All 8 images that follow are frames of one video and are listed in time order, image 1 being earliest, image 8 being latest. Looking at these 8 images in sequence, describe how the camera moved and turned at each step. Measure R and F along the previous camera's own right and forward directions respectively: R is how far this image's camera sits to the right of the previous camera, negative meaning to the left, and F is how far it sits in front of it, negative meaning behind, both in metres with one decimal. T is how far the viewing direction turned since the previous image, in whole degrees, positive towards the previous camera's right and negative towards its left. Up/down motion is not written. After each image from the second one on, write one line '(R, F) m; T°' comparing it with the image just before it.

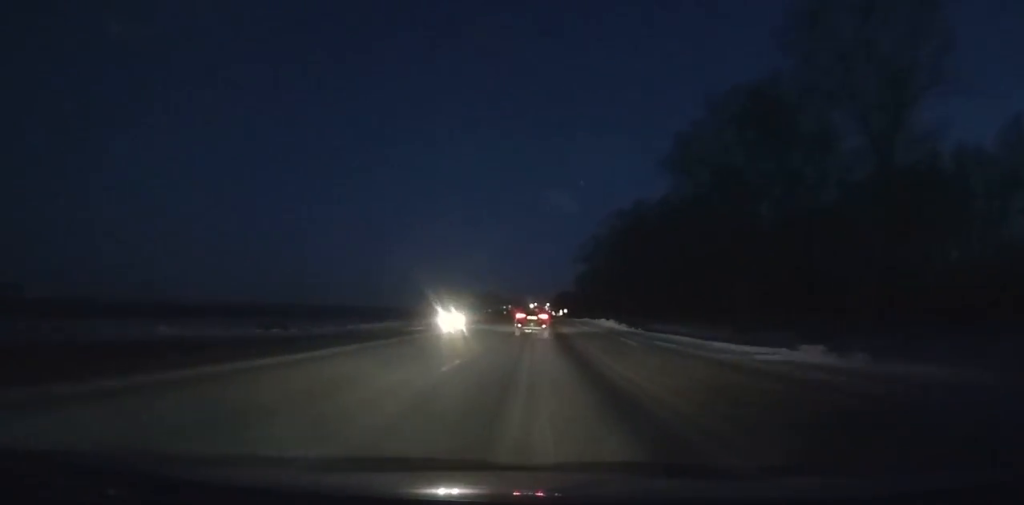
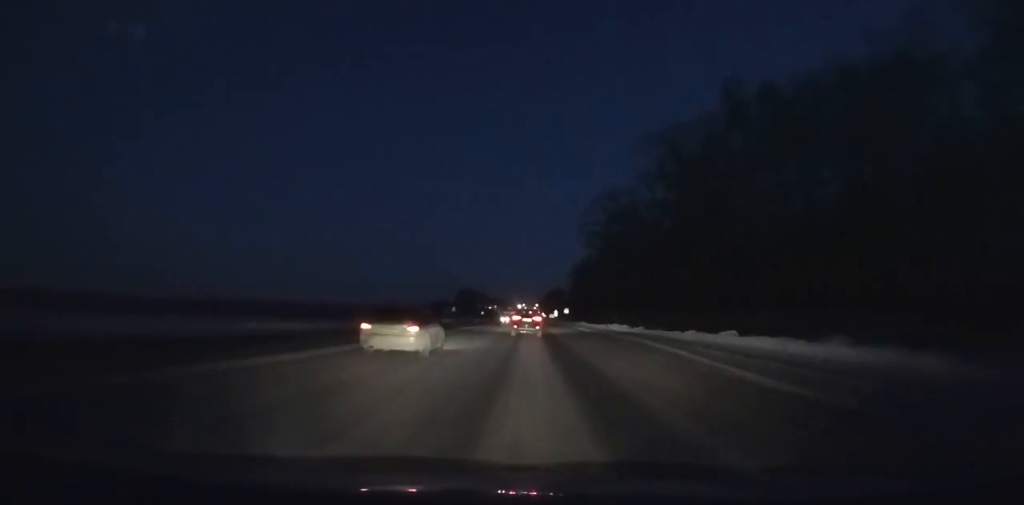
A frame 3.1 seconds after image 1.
(+0.4, +56.3) m; +1°
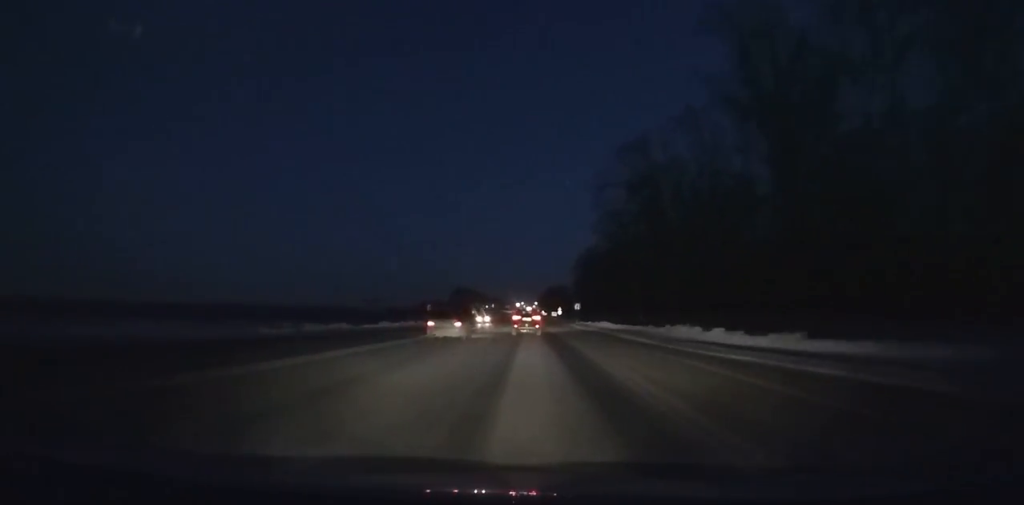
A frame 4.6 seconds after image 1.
(+0.1, +27.9) m; 0°
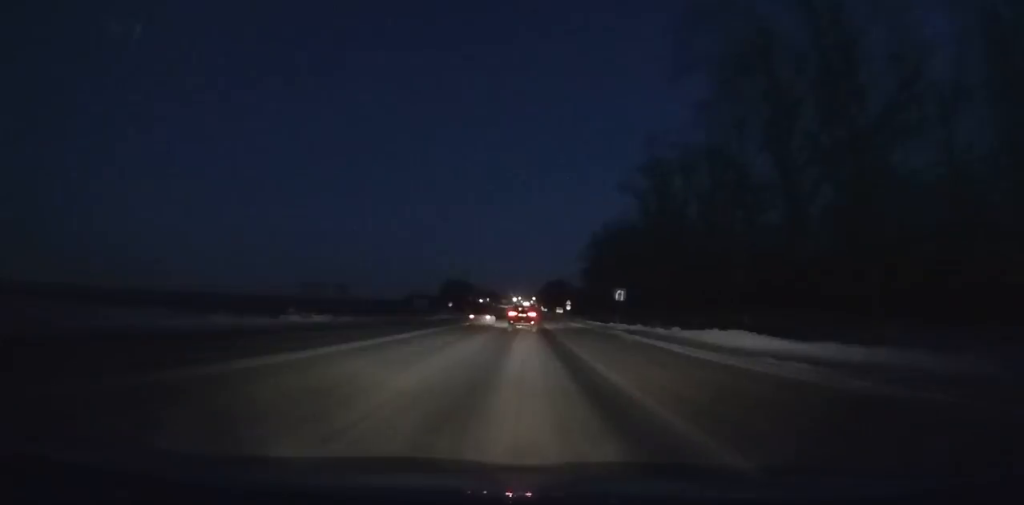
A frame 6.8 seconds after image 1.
(+0.1, +41.8) m; 0°
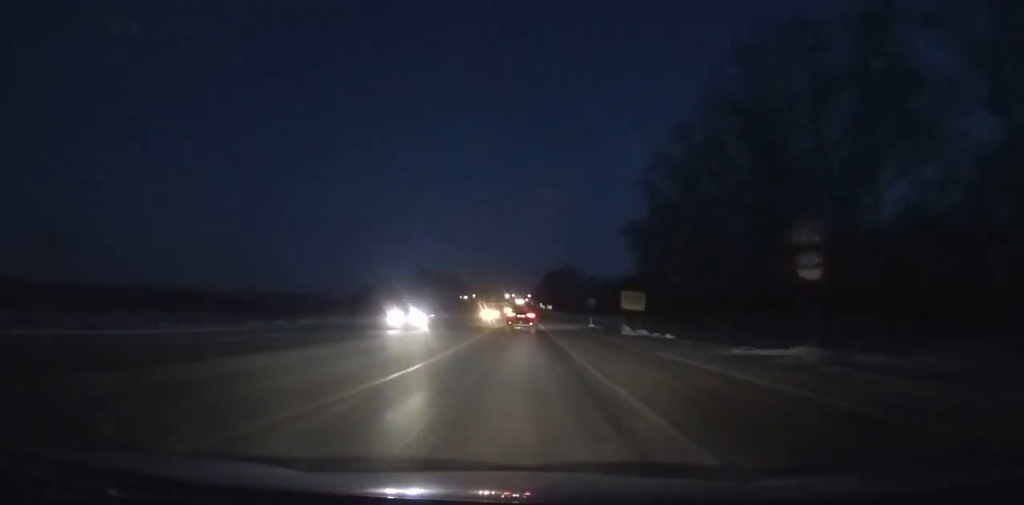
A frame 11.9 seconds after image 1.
(+0.2, +99.6) m; 0°
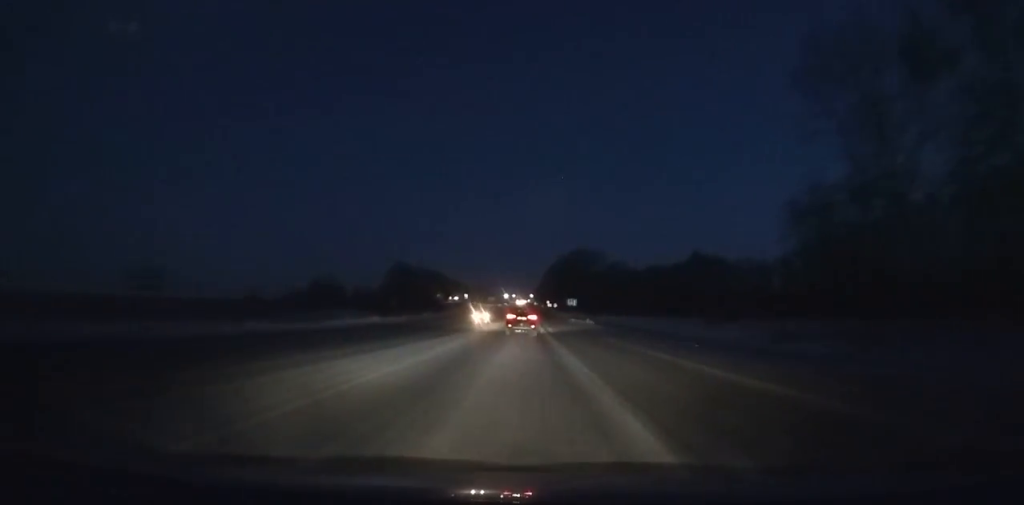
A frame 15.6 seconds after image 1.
(+0.1, +73.9) m; 0°
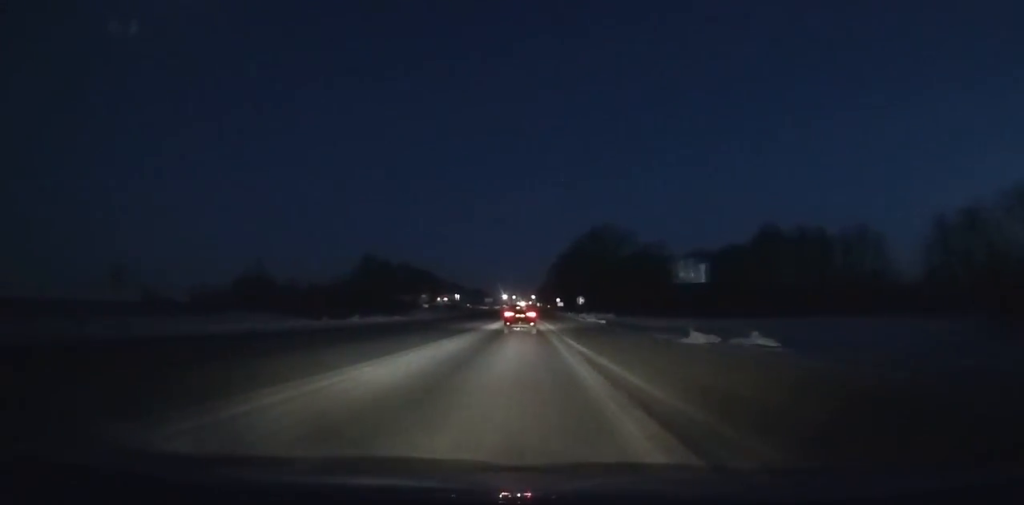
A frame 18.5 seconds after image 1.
(-0.1, +57.8) m; 0°
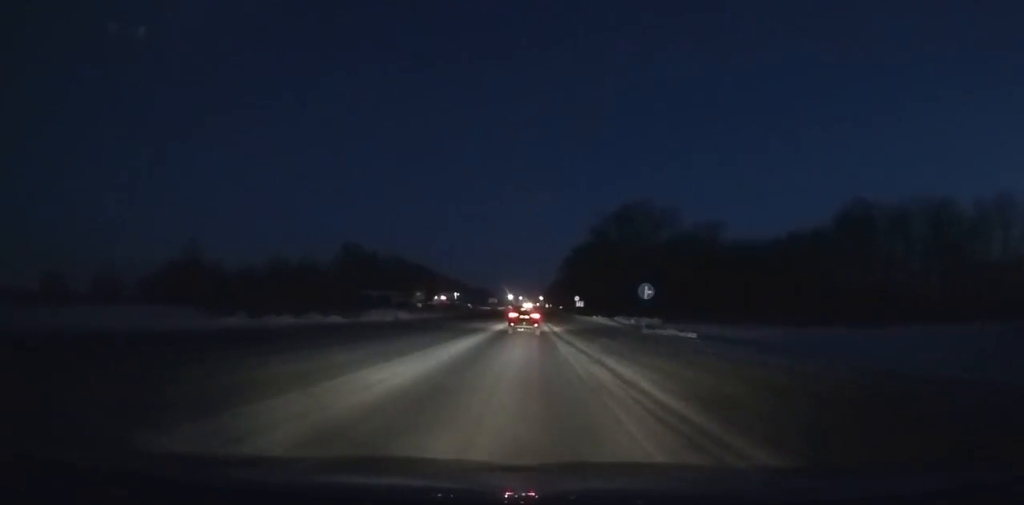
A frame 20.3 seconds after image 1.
(-0.1, +35.5) m; 0°
